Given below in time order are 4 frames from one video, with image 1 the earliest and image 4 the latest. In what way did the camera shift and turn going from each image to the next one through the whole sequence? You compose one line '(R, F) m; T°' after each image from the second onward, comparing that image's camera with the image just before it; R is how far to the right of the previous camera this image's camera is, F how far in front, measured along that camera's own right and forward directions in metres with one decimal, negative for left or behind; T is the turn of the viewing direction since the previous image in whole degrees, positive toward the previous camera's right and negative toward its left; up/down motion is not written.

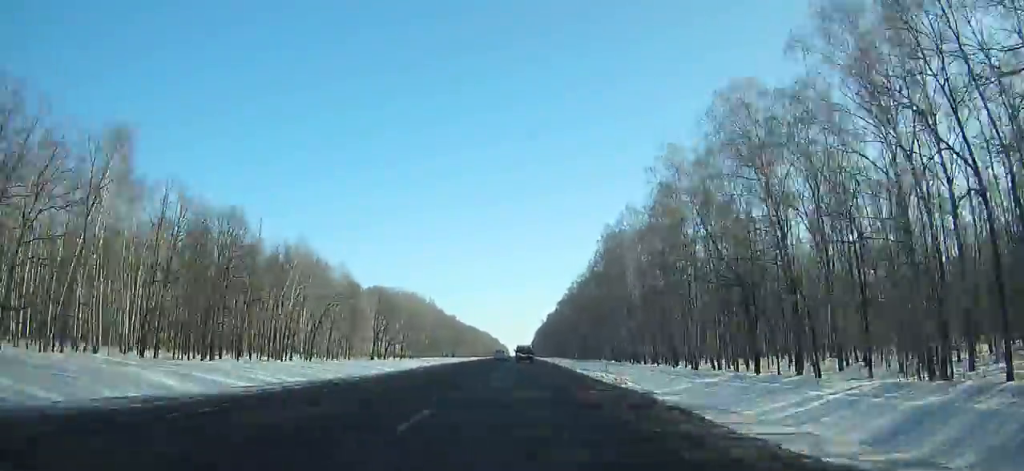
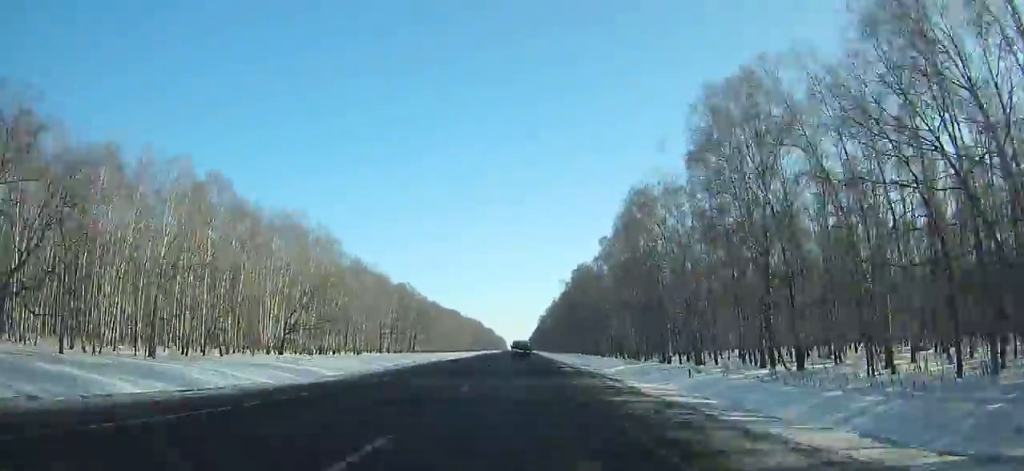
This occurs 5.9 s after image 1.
(-0.4, +134.1) m; 0°
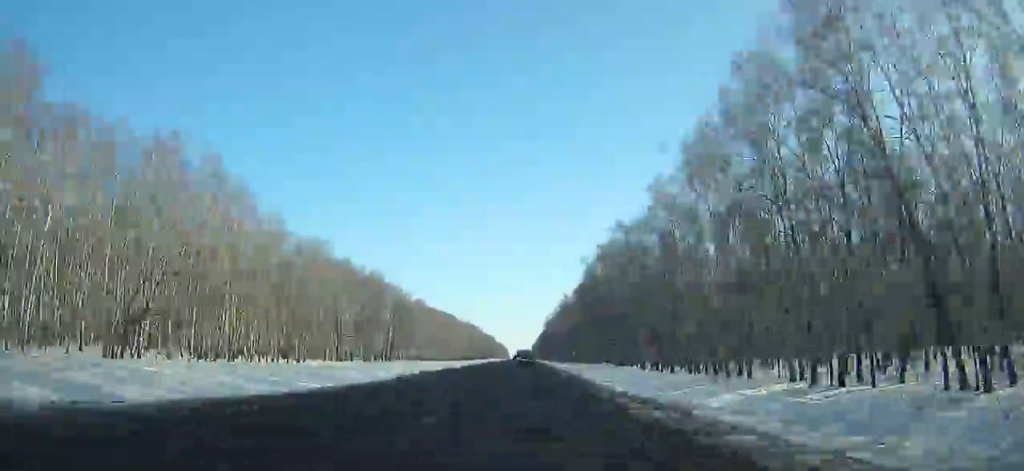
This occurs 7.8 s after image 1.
(0.0, +44.2) m; 0°
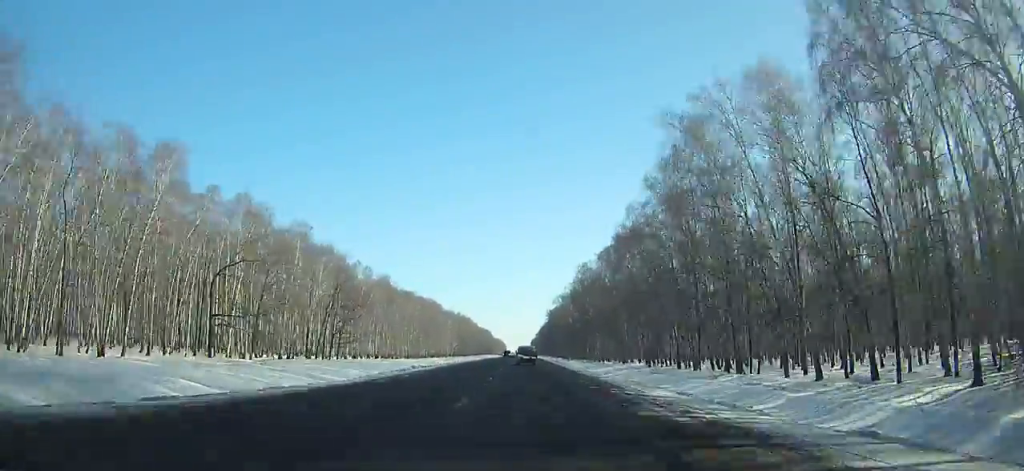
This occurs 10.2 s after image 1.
(+0.3, +56.7) m; 0°
